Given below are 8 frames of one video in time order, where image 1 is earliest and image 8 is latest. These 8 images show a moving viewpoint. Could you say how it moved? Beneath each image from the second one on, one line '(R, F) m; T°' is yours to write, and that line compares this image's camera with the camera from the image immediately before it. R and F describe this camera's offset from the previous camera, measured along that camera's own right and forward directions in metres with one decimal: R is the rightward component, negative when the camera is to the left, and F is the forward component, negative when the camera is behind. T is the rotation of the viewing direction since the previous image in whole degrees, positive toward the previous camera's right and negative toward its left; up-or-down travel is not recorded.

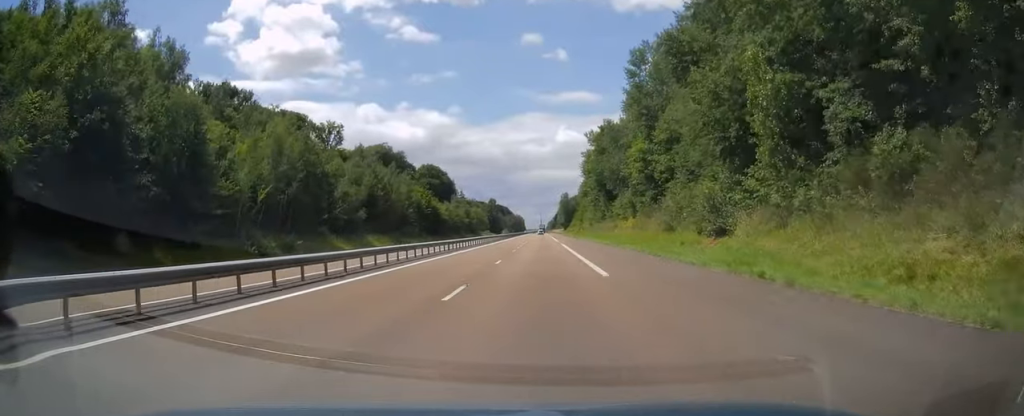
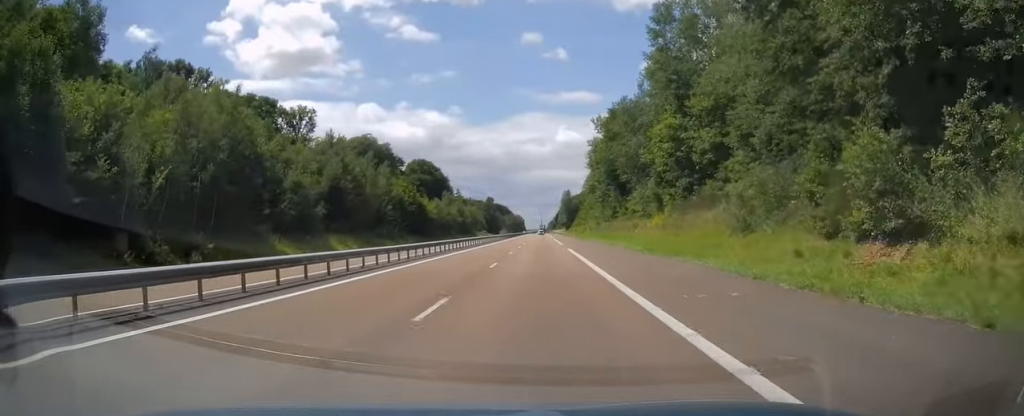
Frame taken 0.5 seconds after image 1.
(-0.1, +15.7) m; 0°
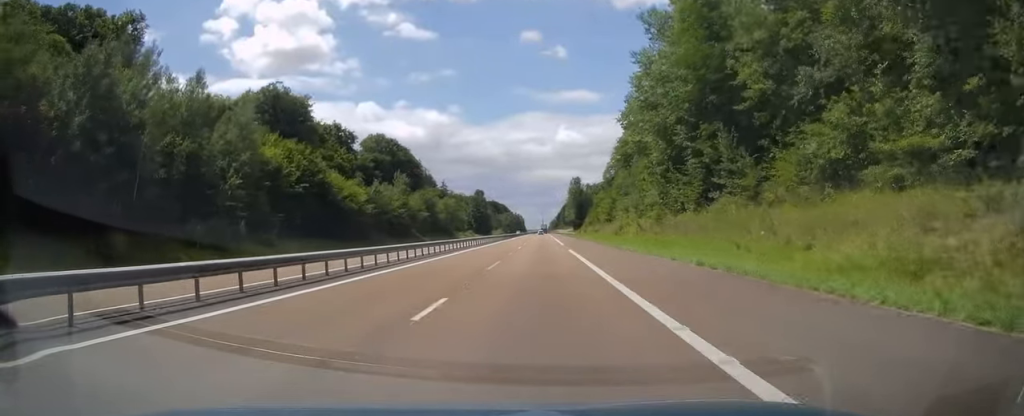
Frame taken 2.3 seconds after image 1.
(-0.1, +52.0) m; 0°
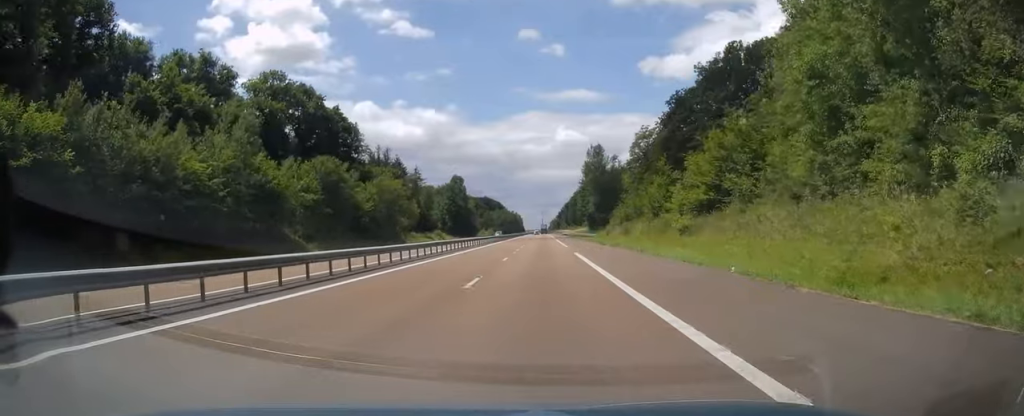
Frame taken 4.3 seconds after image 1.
(0.0, +59.9) m; 0°
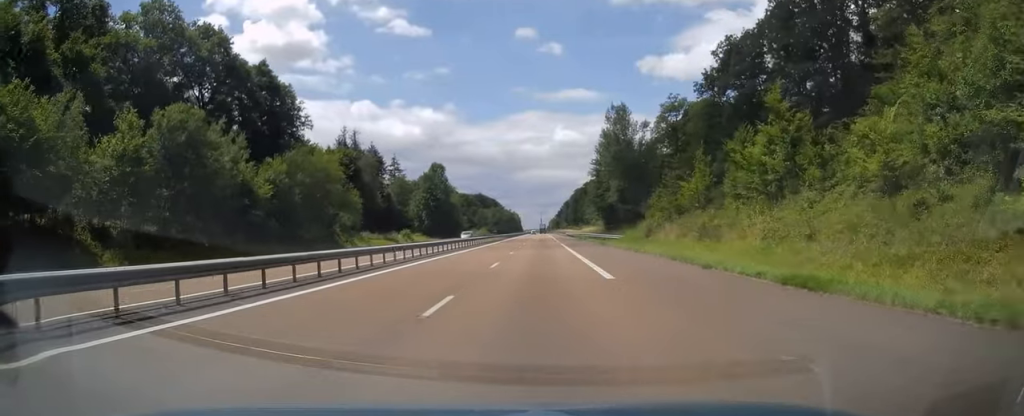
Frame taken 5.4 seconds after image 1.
(+0.2, +30.8) m; +1°
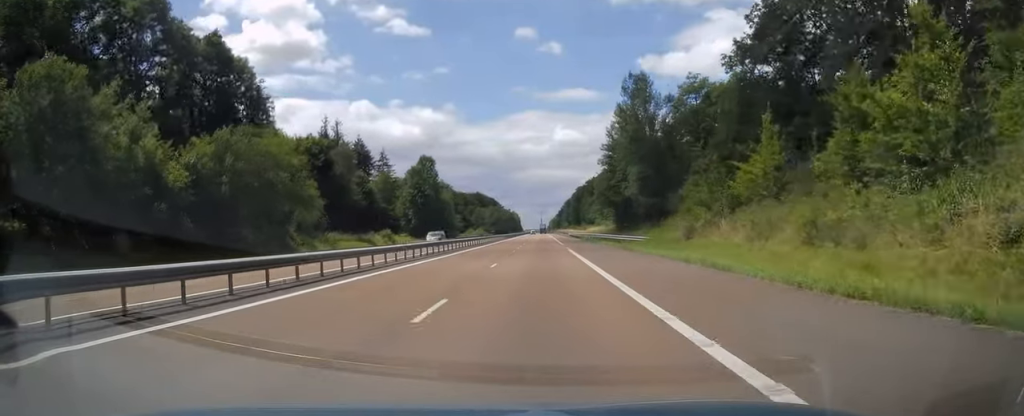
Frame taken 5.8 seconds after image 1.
(0.0, +13.7) m; 0°
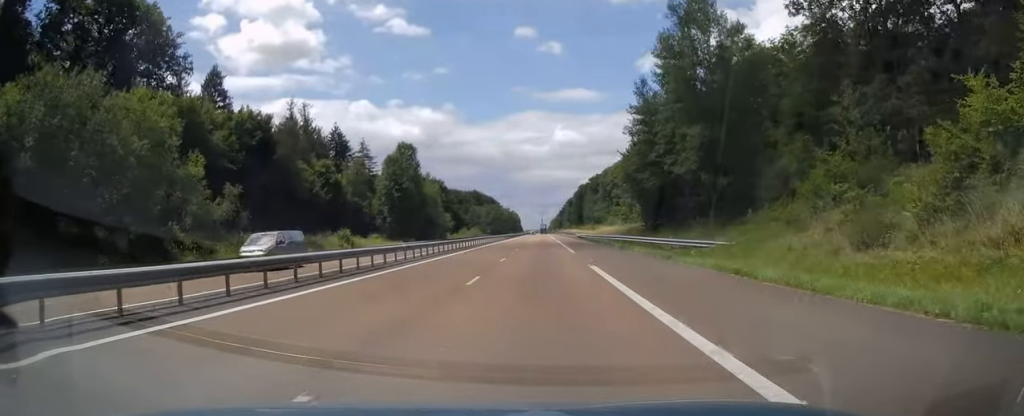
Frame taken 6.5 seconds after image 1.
(0.0, +20.0) m; 0°
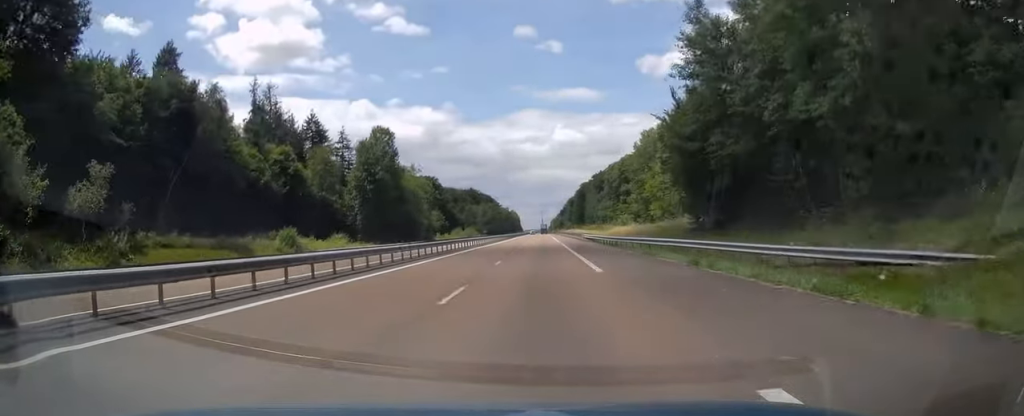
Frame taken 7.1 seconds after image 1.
(-0.2, +16.6) m; 0°
